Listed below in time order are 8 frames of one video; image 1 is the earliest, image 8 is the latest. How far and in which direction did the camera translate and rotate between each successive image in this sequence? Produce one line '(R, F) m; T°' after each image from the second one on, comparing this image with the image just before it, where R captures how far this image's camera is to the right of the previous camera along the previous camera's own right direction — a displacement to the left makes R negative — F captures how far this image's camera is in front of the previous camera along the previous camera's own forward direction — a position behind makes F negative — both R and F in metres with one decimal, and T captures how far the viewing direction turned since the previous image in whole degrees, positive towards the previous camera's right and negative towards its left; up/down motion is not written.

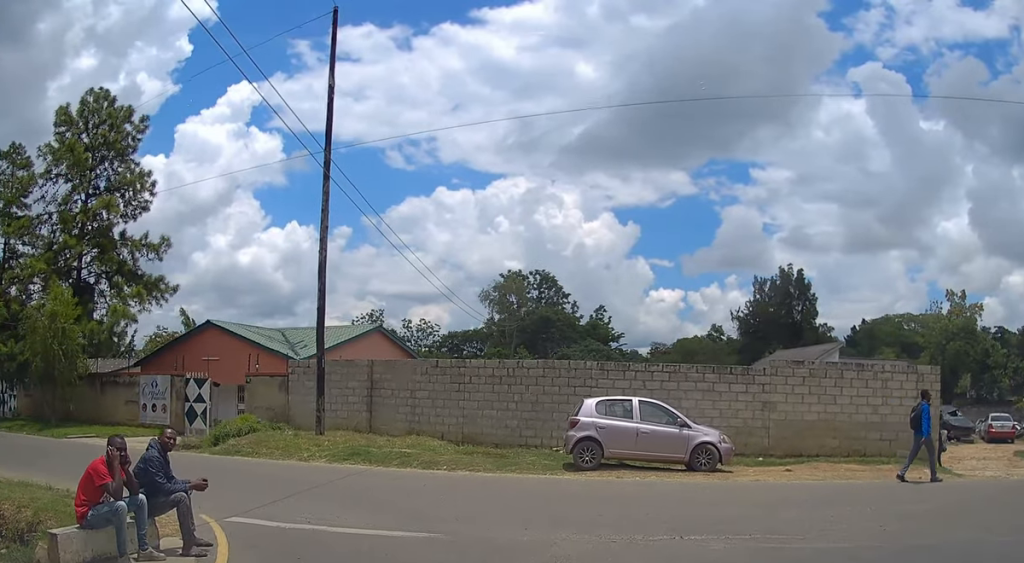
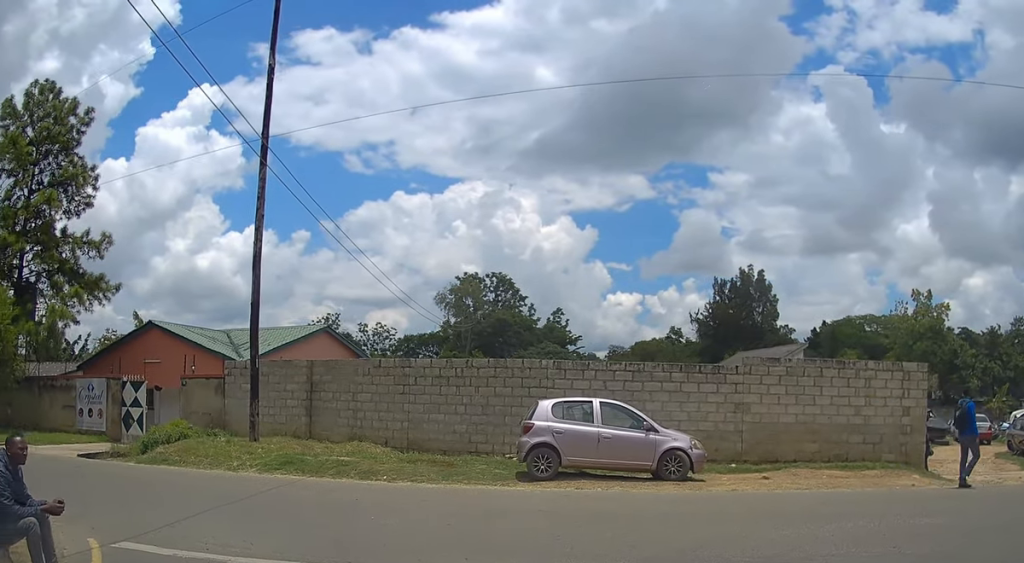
(+0.1, +2.4) m; +6°
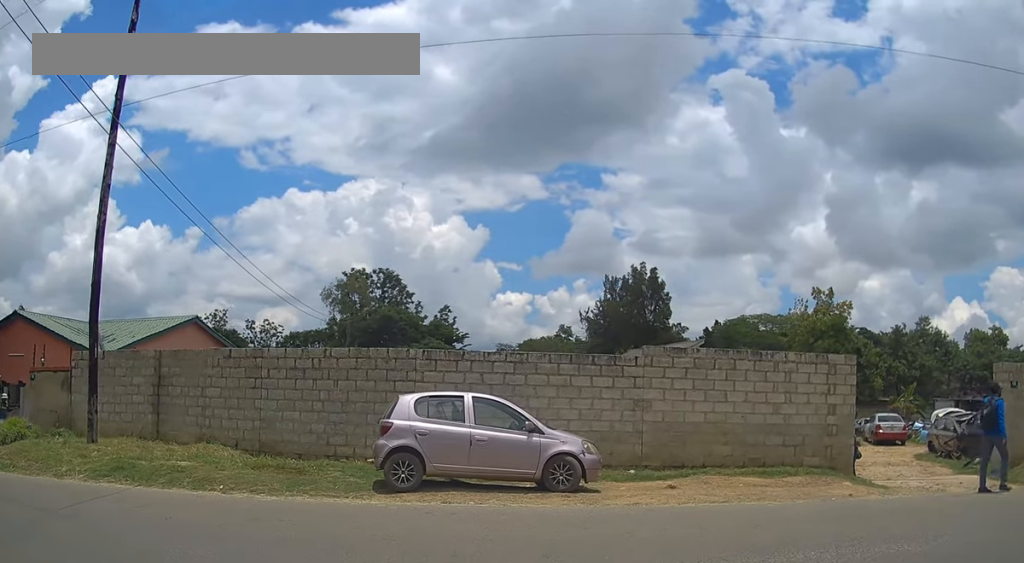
(+0.3, +2.4) m; +18°
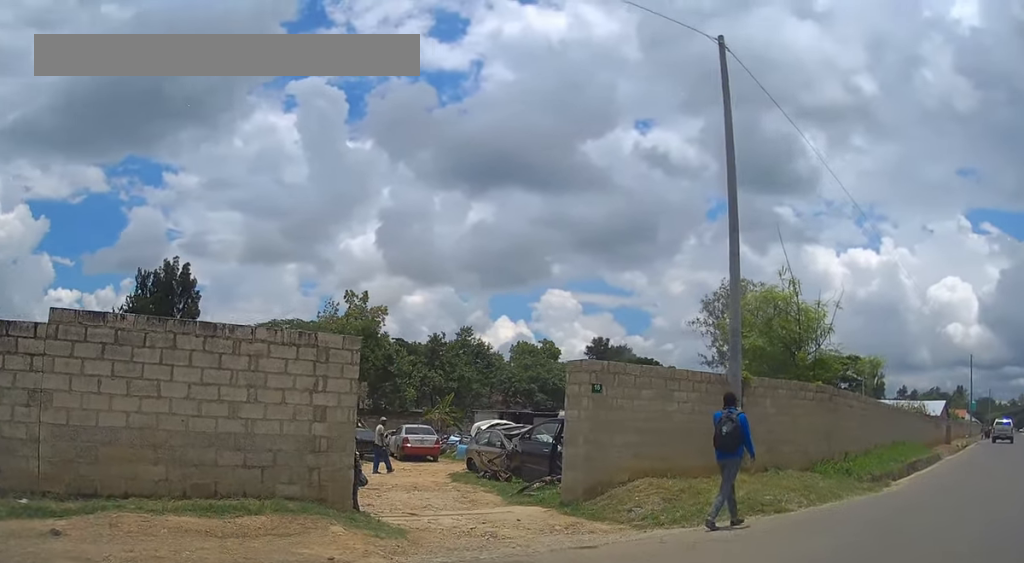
(+0.9, +3.8) m; +29°
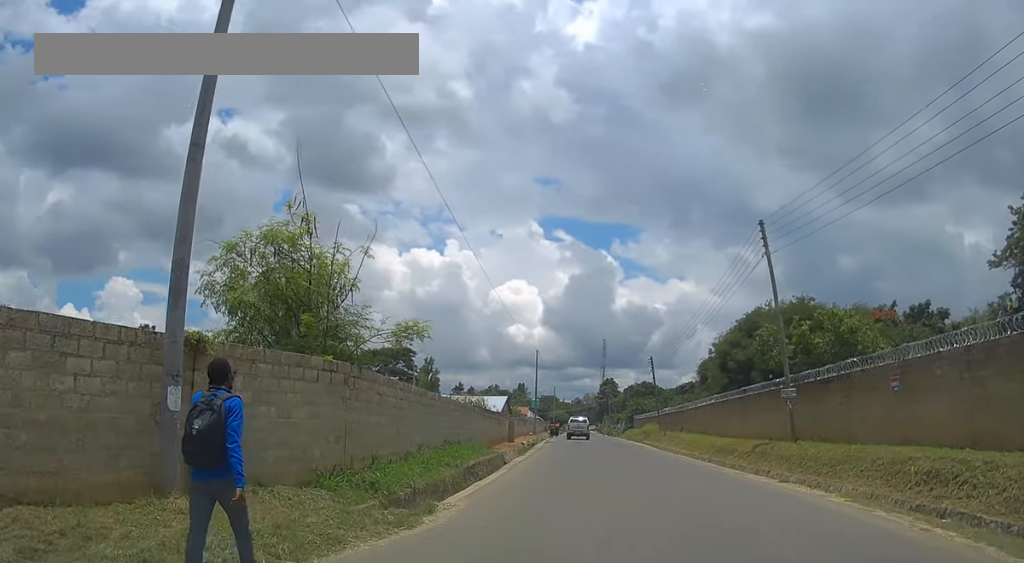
(+1.6, +4.9) m; +30°
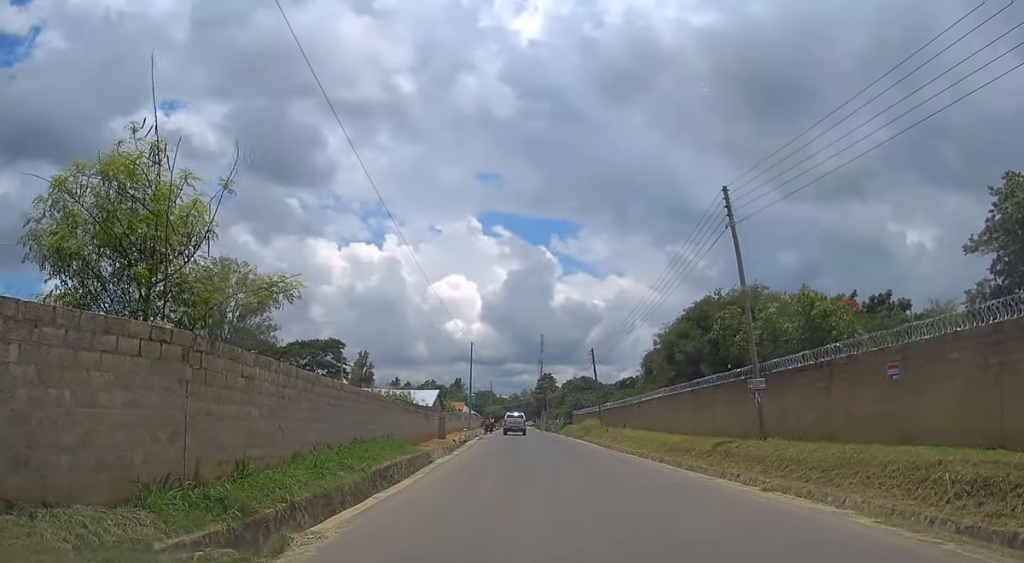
(+0.2, +3.4) m; +6°
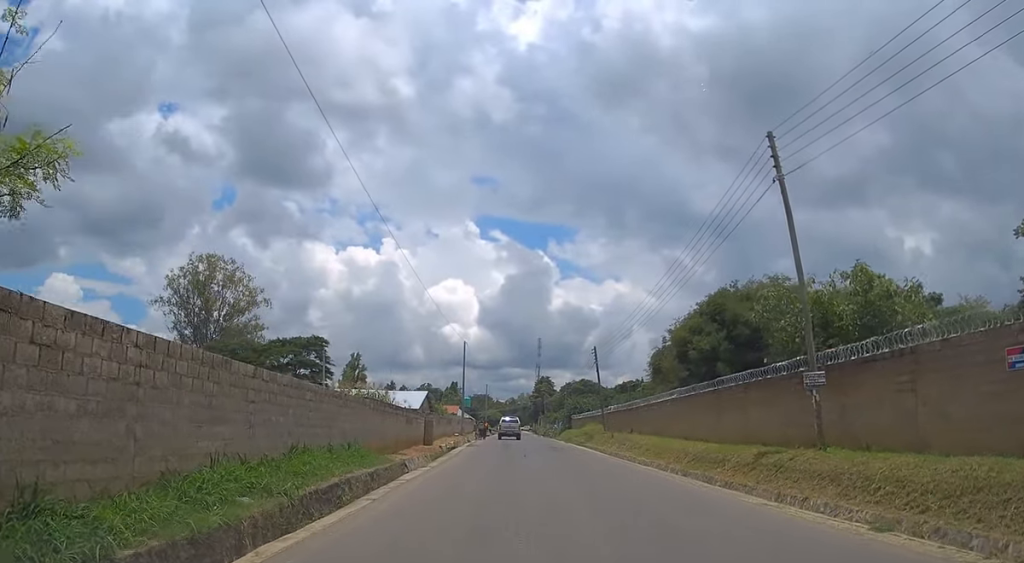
(+0.3, +4.7) m; +4°
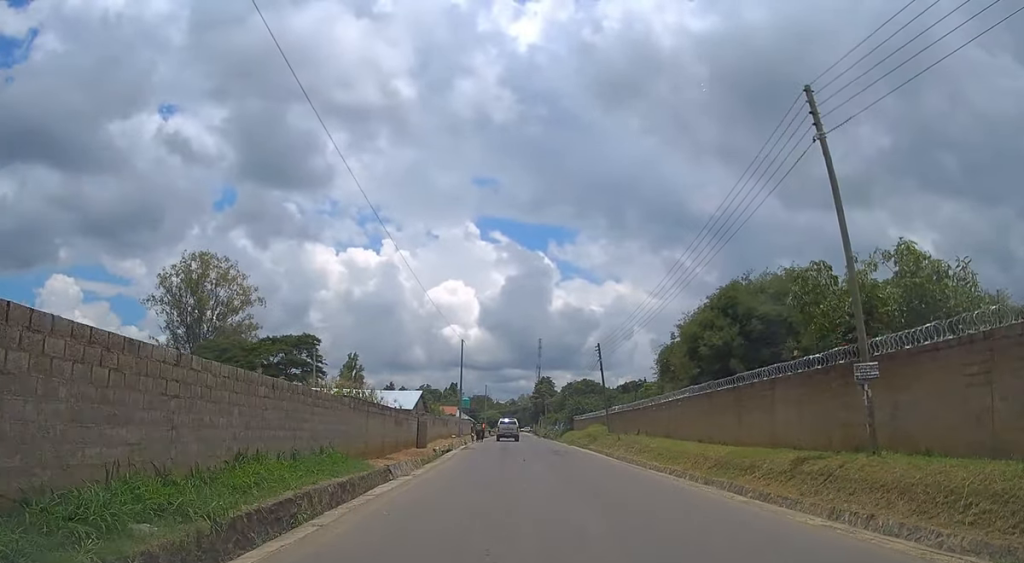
(+0.1, +2.6) m; +1°
